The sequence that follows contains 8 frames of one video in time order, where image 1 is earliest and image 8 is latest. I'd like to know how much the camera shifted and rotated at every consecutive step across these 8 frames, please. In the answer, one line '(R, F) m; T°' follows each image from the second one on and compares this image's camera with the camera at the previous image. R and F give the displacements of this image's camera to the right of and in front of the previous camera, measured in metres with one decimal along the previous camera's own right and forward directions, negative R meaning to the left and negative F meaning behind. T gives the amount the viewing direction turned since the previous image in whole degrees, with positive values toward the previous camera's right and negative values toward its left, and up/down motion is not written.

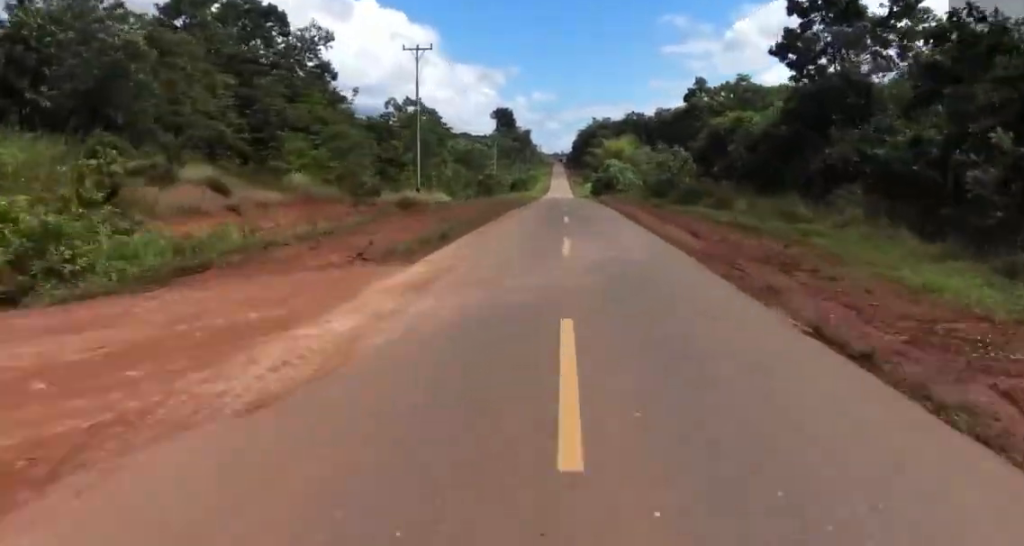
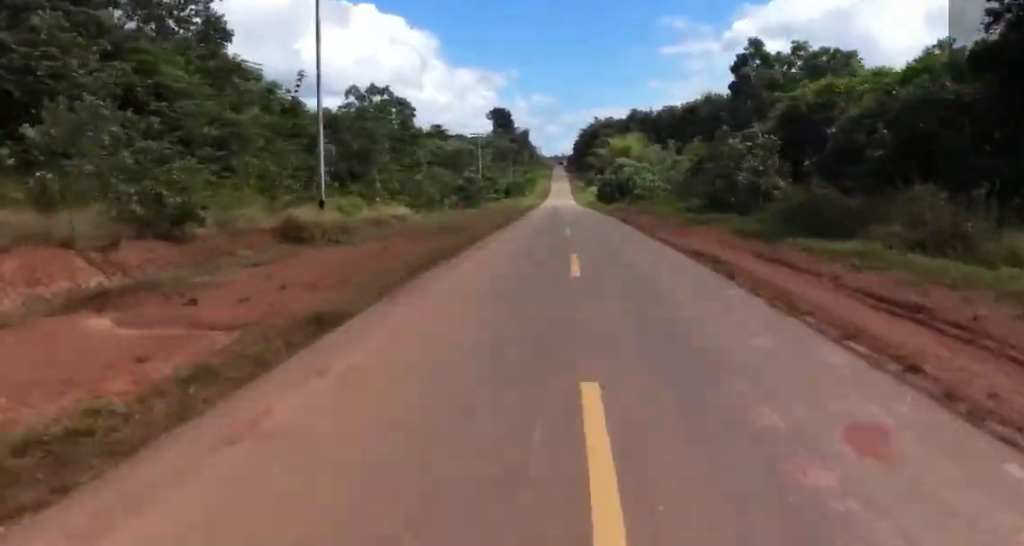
(-0.4, +19.1) m; 0°
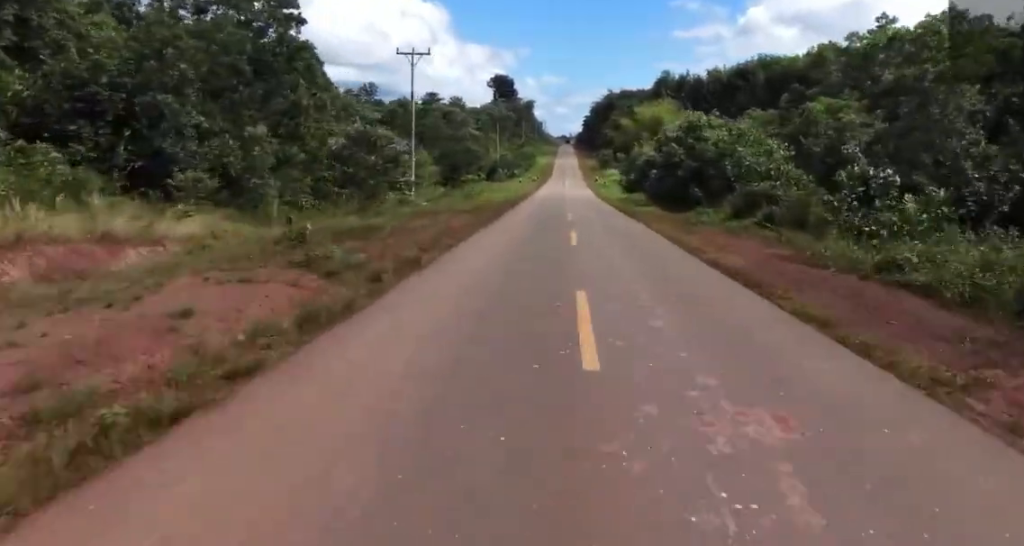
(+0.2, +38.3) m; -1°
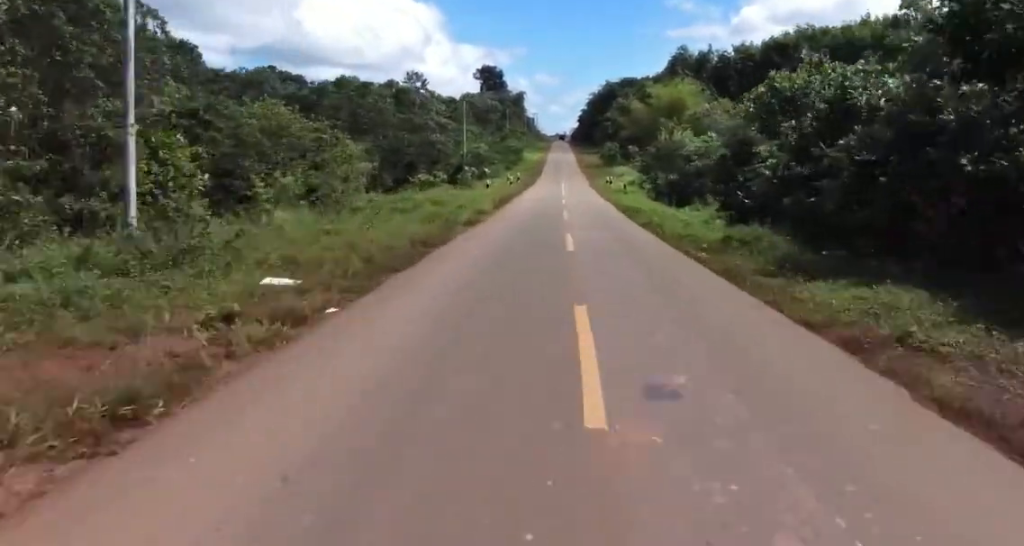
(+0.1, +26.5) m; 0°
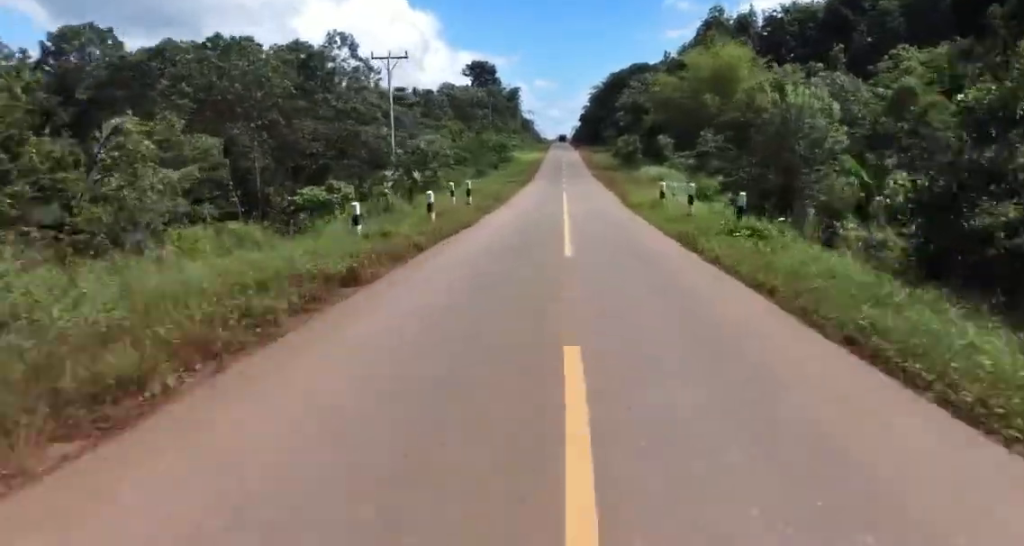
(+0.1, +26.0) m; -1°
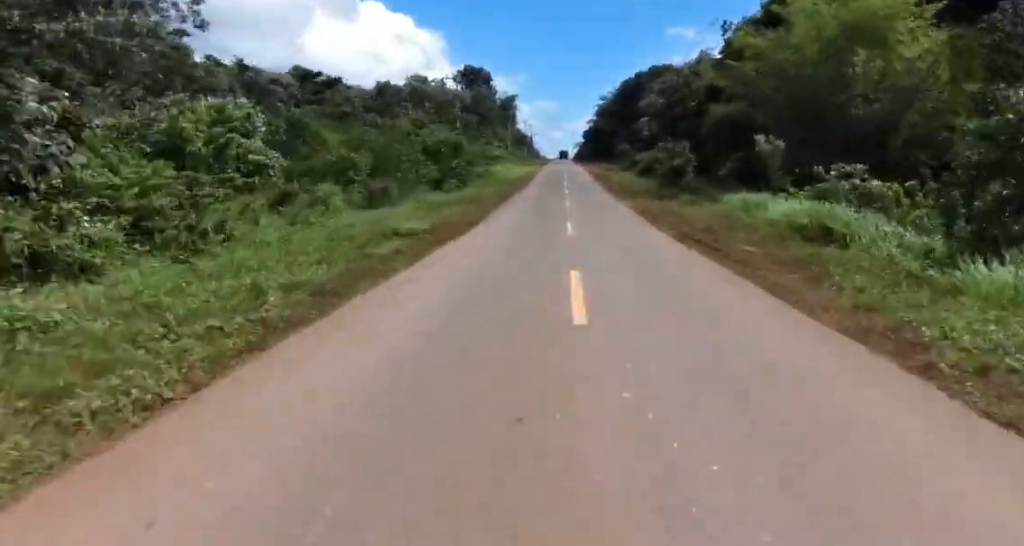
(-0.8, +29.8) m; -1°
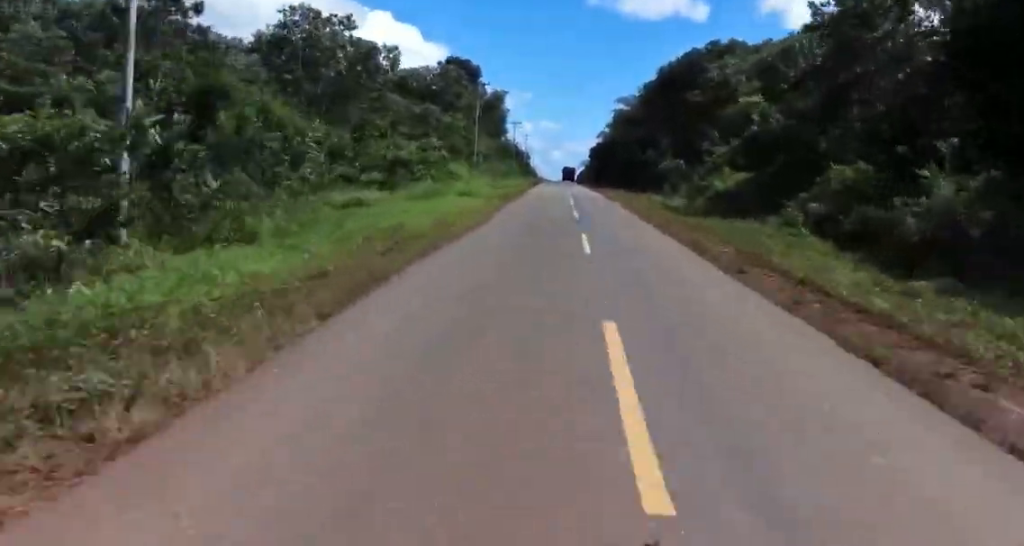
(+0.9, +43.6) m; +1°
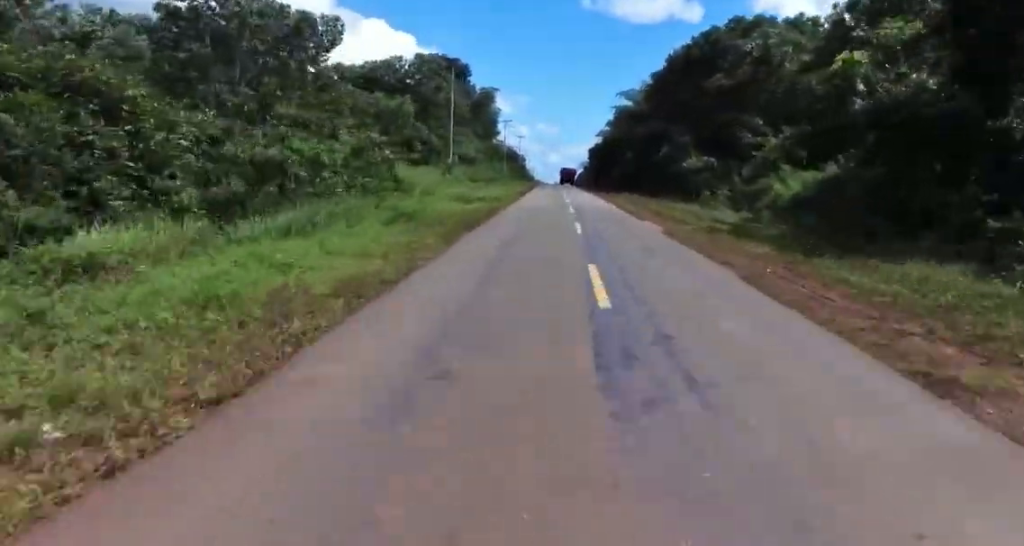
(+0.2, +12.2) m; -1°
